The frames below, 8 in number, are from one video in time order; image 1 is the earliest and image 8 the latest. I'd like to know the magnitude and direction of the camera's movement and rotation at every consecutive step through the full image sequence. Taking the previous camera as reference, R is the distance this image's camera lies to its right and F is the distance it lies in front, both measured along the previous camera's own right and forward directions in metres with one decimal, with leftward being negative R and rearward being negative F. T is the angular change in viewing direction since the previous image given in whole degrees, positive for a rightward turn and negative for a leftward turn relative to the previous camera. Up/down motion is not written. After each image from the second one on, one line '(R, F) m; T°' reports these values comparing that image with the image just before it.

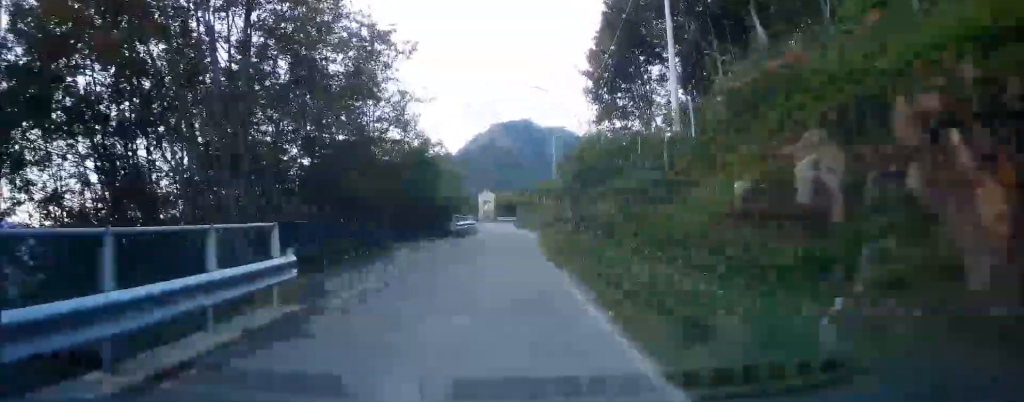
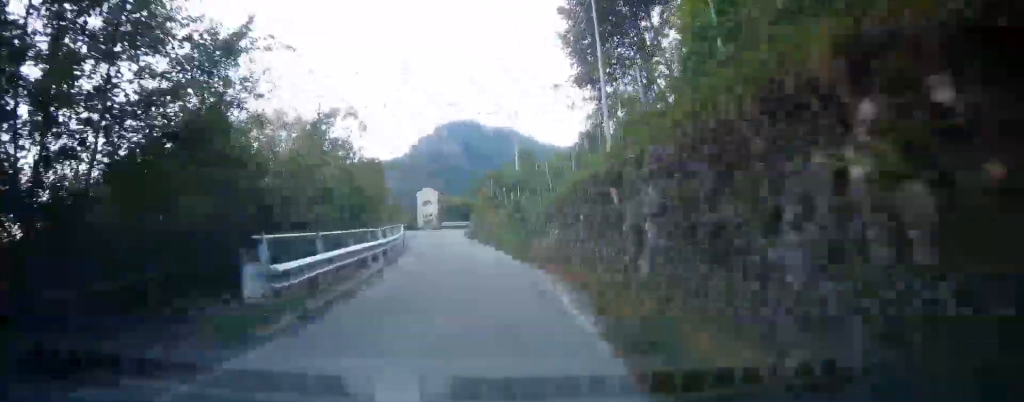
(+0.8, +21.6) m; +6°
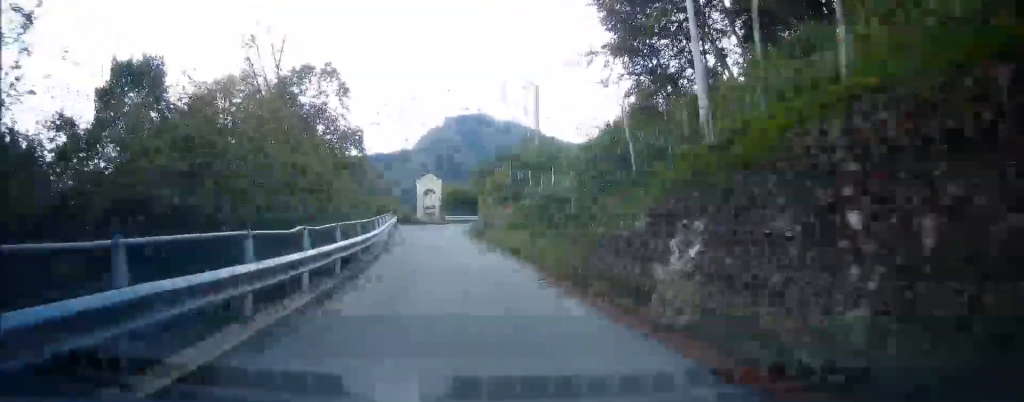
(+0.1, +9.7) m; +2°
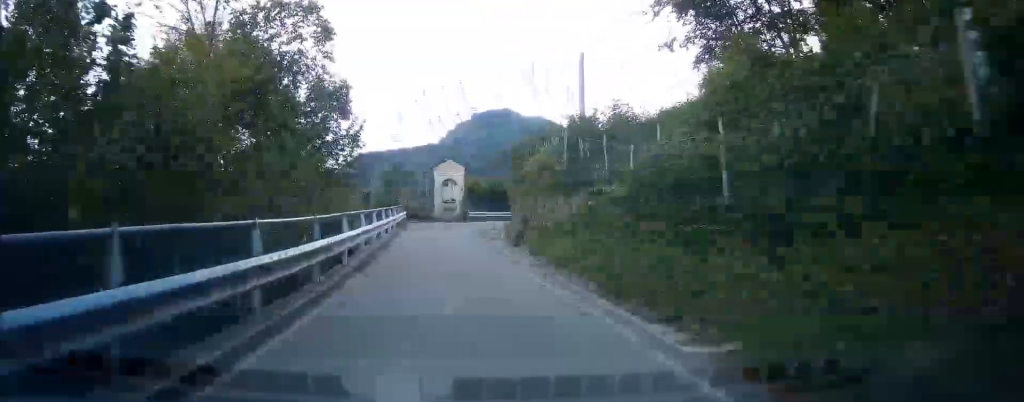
(+0.3, +9.3) m; -1°
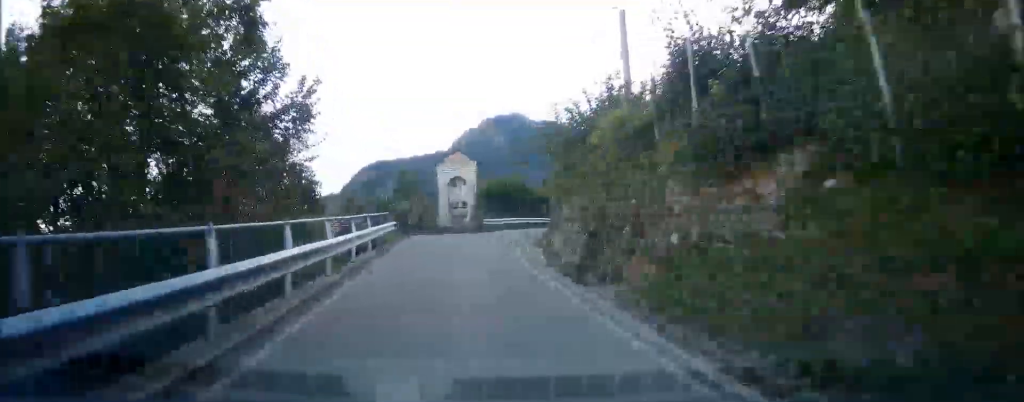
(-0.5, +10.1) m; -3°
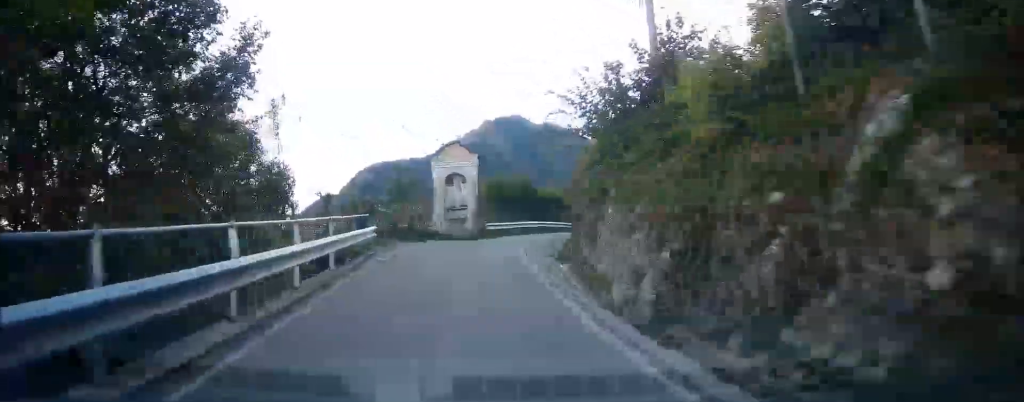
(0.0, +4.9) m; +3°
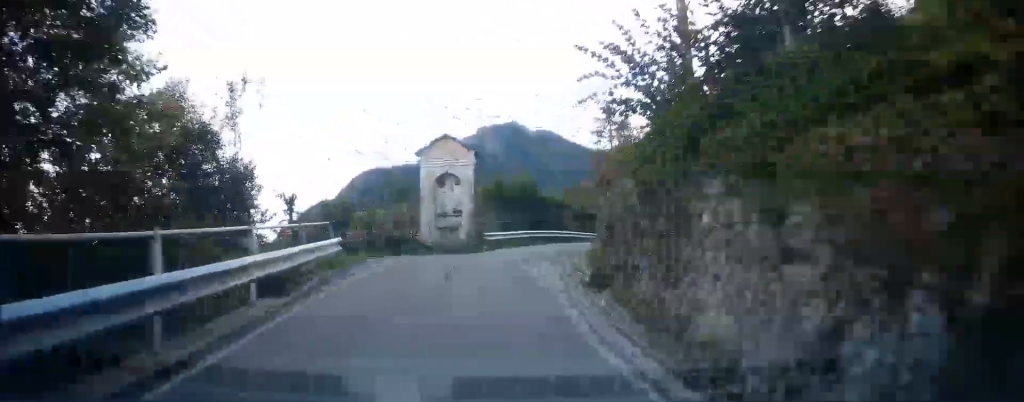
(-0.2, +4.6) m; +3°
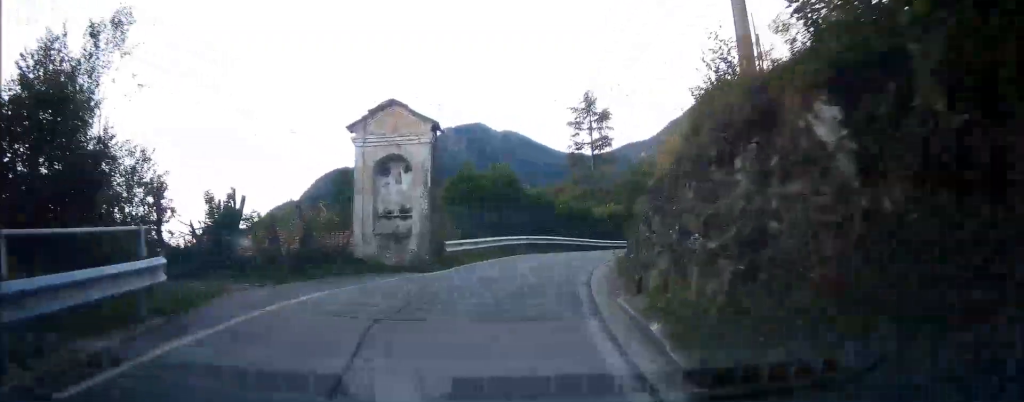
(+0.8, +7.4) m; +5°
